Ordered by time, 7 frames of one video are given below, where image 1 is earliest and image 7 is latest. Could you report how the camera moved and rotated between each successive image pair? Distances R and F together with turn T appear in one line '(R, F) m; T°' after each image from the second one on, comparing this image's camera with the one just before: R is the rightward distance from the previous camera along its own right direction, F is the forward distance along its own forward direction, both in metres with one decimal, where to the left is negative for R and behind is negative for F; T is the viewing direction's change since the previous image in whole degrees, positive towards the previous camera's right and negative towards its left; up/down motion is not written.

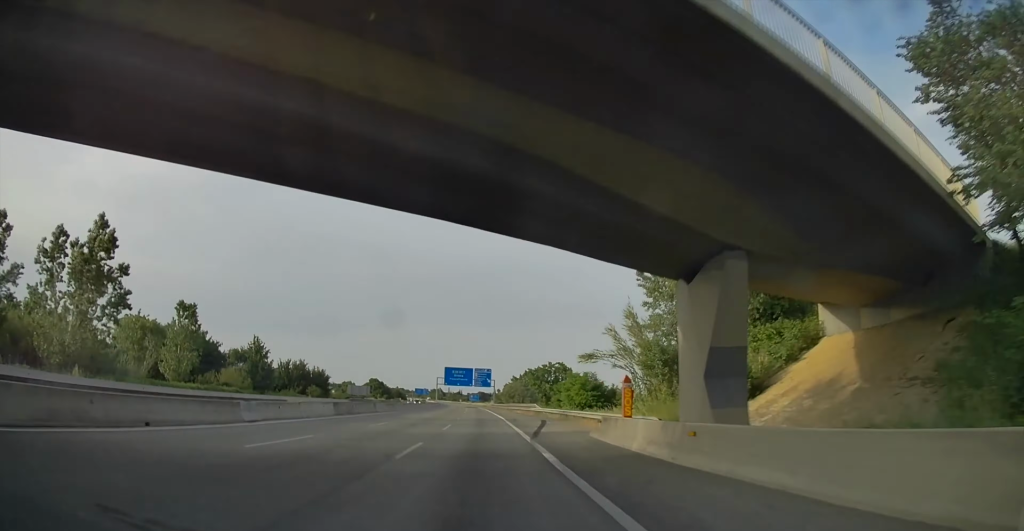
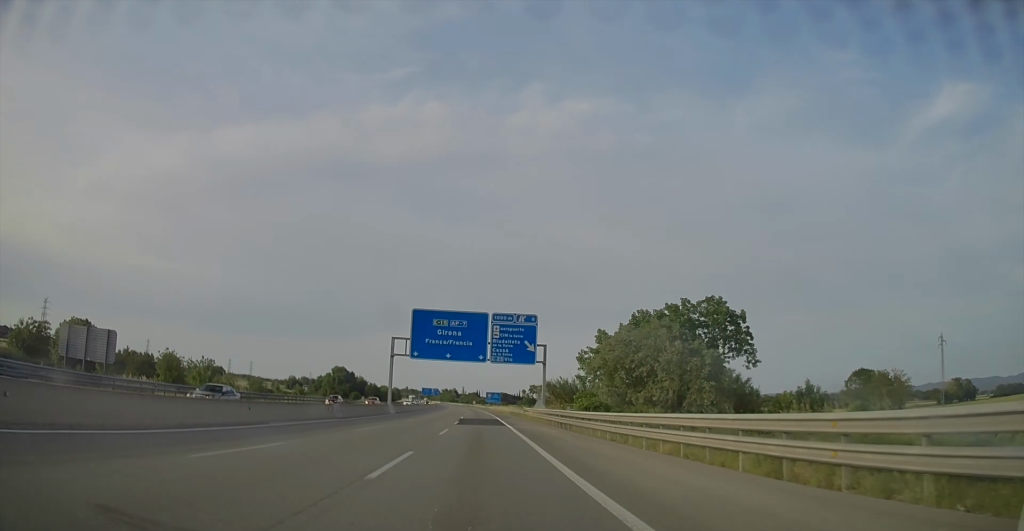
(-2.5, +122.5) m; -2°
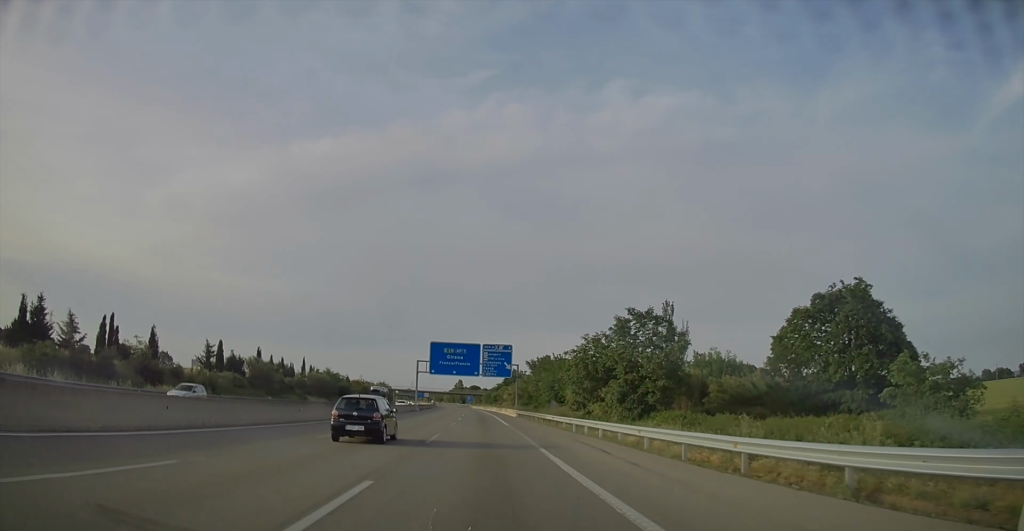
(-27.6, +415.9) m; -8°
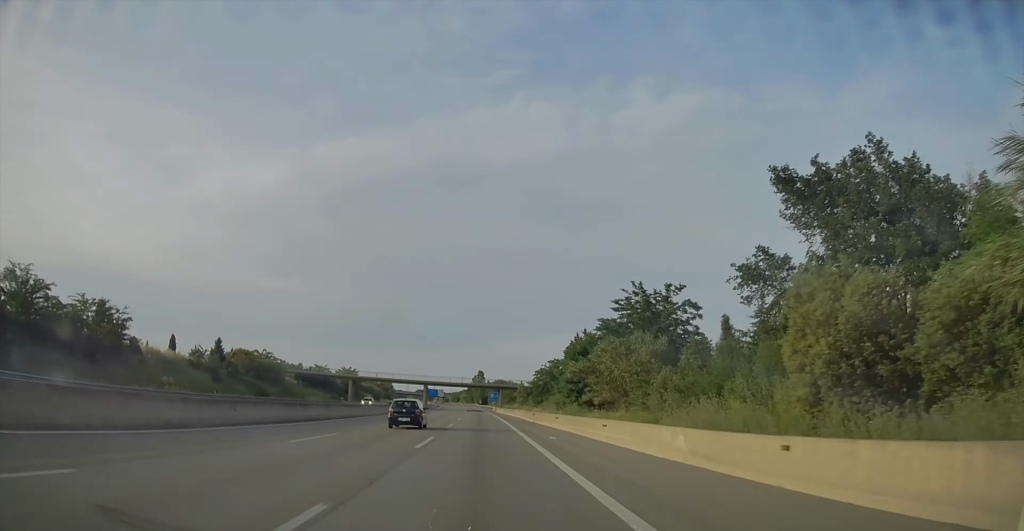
(-2.9, +119.7) m; -2°
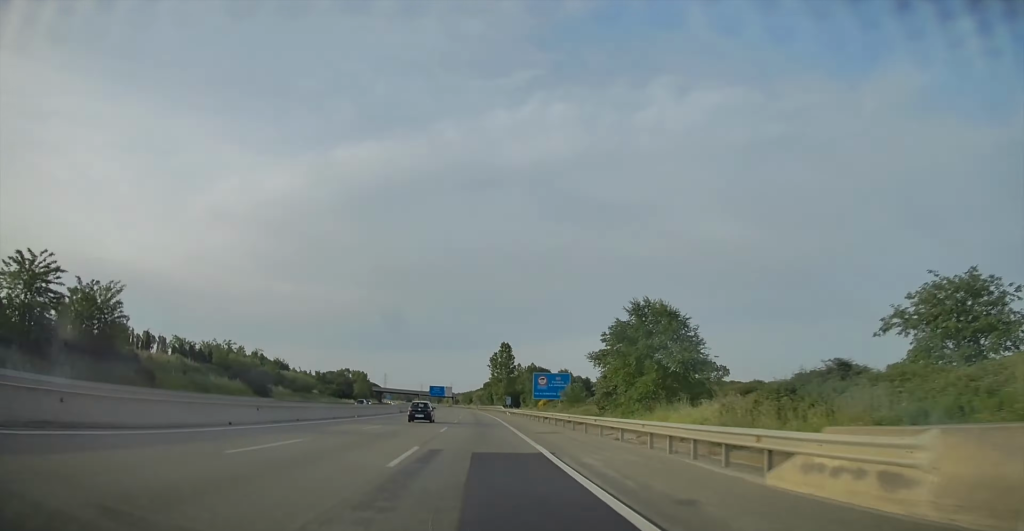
(-2.0, +136.1) m; -3°
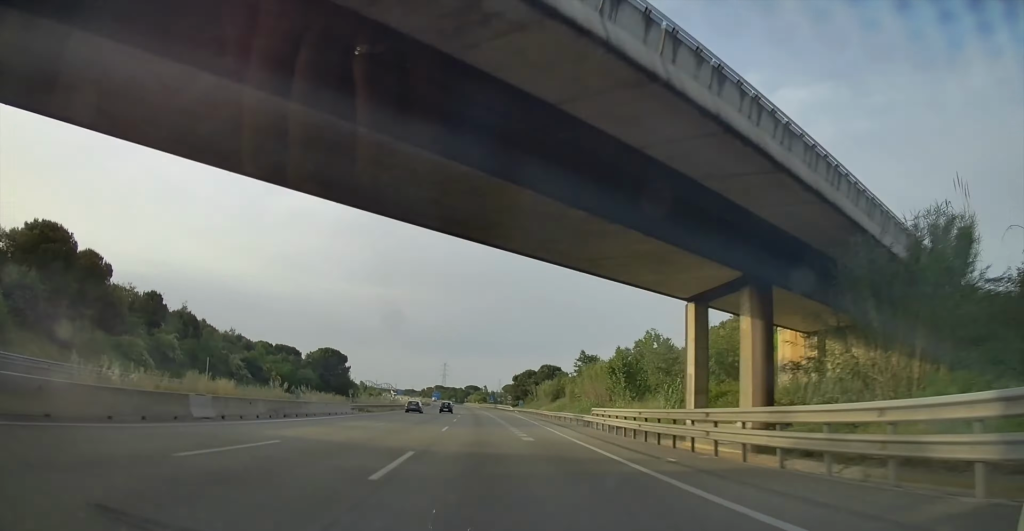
(-22.7, +354.0) m; -7°
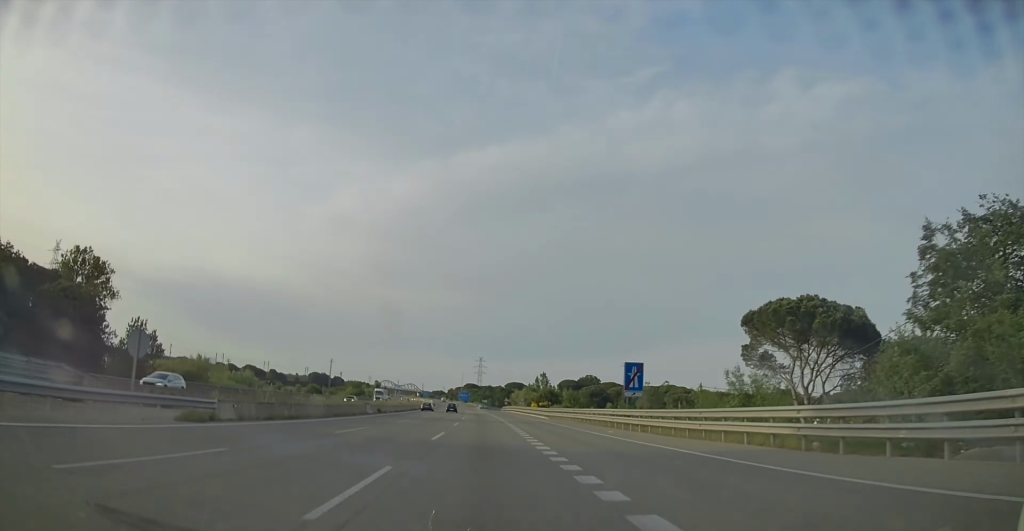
(-1.7, +150.4) m; -3°
